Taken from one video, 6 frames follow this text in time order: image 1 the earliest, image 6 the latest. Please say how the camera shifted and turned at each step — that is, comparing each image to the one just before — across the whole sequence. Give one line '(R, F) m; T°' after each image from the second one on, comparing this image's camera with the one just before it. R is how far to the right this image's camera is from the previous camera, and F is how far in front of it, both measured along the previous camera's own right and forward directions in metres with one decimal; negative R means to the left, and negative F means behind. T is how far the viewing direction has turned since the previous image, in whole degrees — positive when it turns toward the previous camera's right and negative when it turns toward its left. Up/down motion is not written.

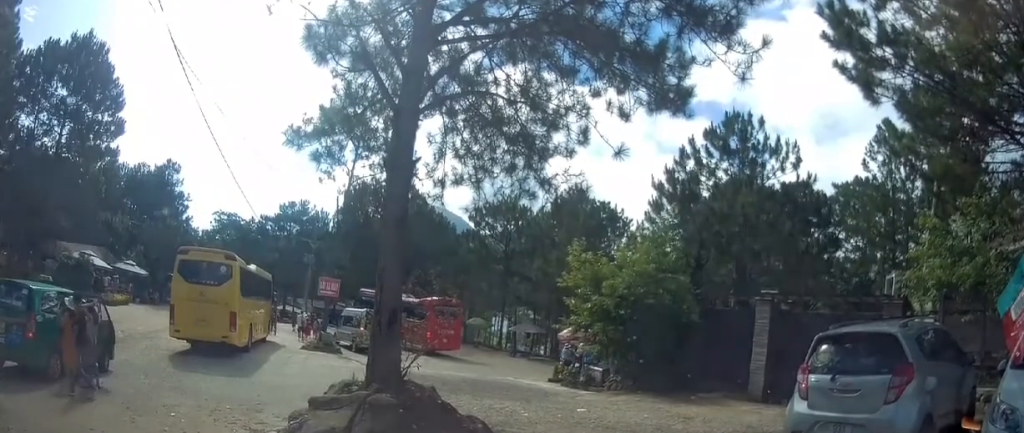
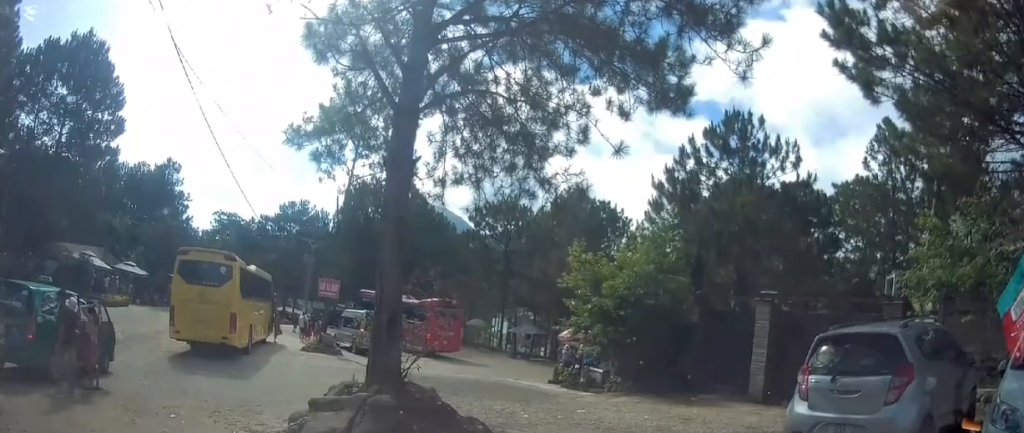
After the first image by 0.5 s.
(0.0, 0.0) m; 0°
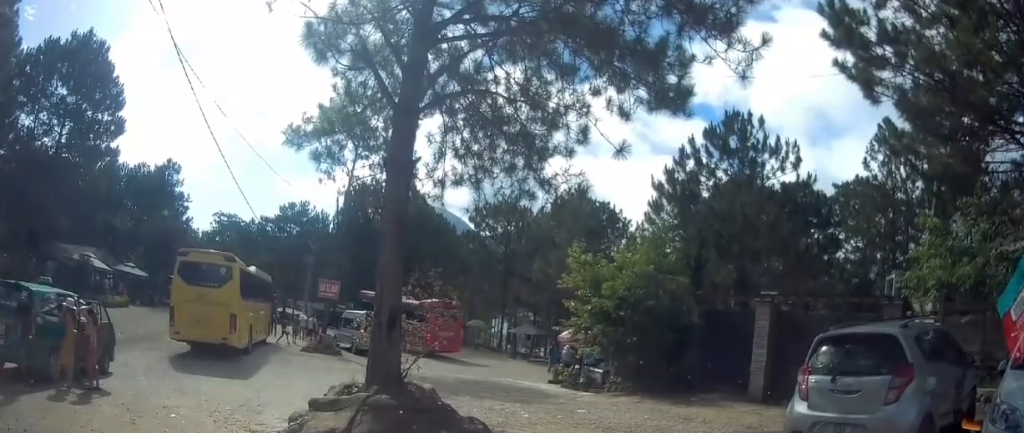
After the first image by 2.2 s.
(0.0, 0.0) m; 0°
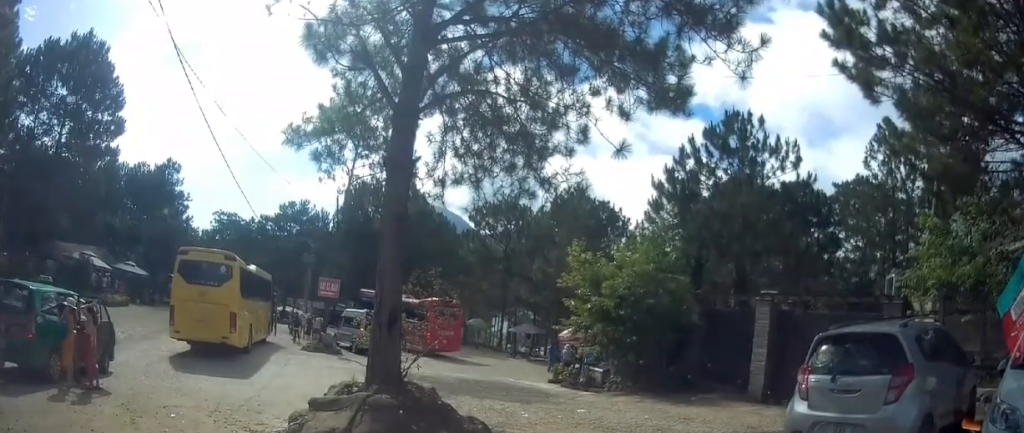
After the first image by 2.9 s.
(0.0, 0.0) m; 0°
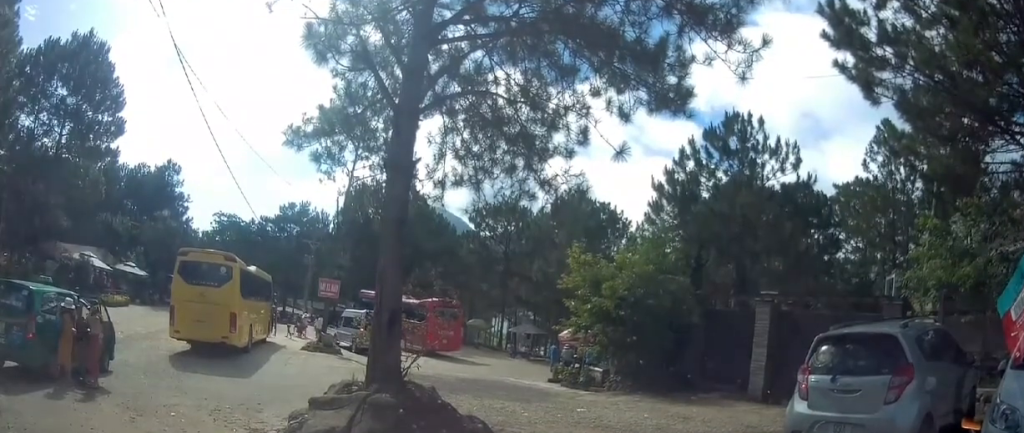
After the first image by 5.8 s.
(0.0, 0.0) m; 0°
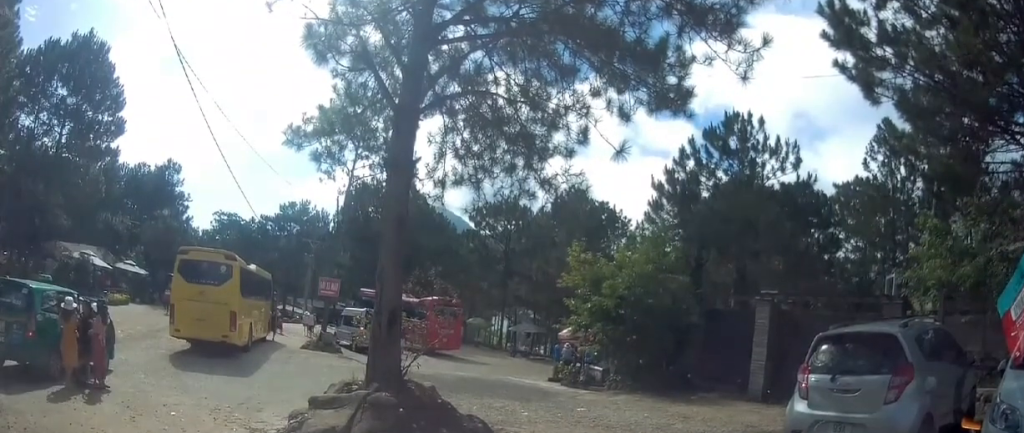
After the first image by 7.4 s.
(0.0, 0.0) m; 0°
